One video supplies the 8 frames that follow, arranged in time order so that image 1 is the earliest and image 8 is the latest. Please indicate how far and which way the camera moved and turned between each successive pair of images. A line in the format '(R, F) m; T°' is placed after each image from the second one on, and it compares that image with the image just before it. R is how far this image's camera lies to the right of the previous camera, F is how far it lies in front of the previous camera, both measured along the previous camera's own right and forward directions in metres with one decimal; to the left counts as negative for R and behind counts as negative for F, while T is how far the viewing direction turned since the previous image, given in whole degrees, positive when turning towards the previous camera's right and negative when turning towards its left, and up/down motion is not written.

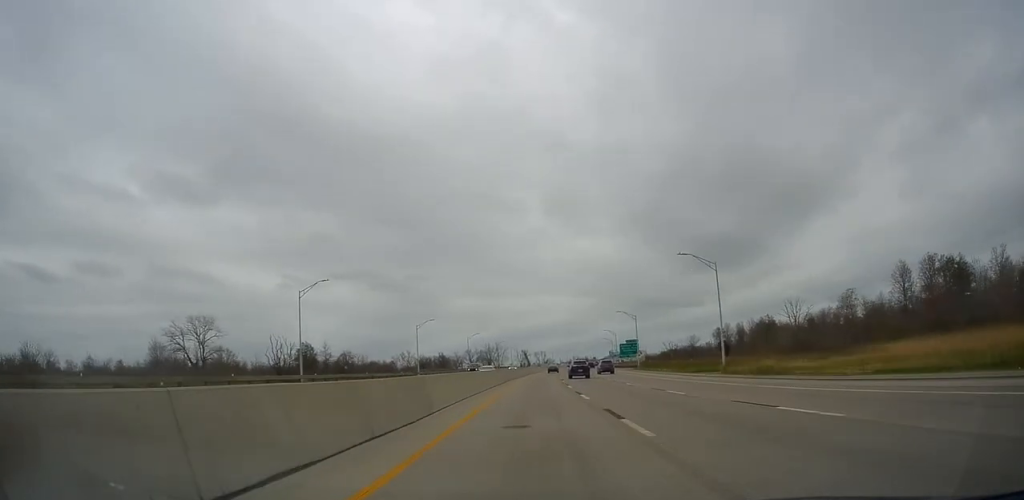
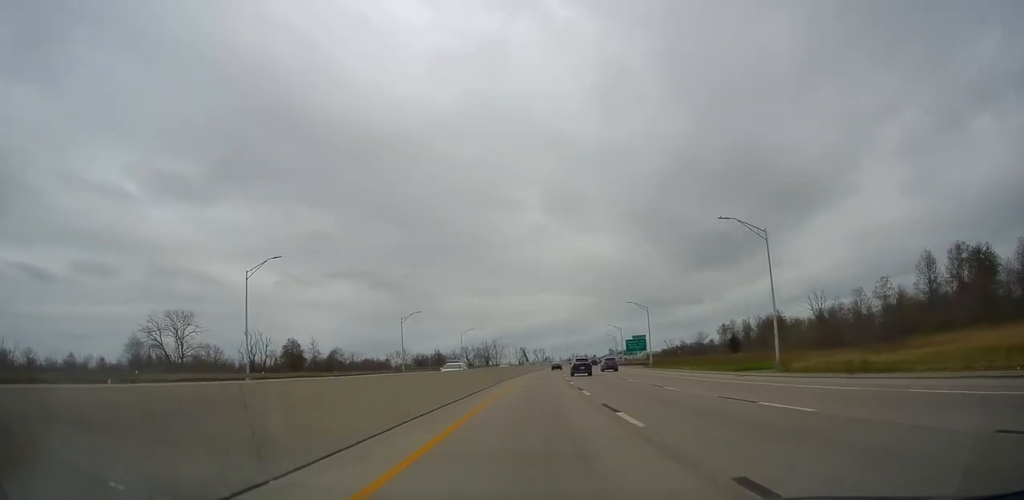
(0.0, +10.7) m; 0°
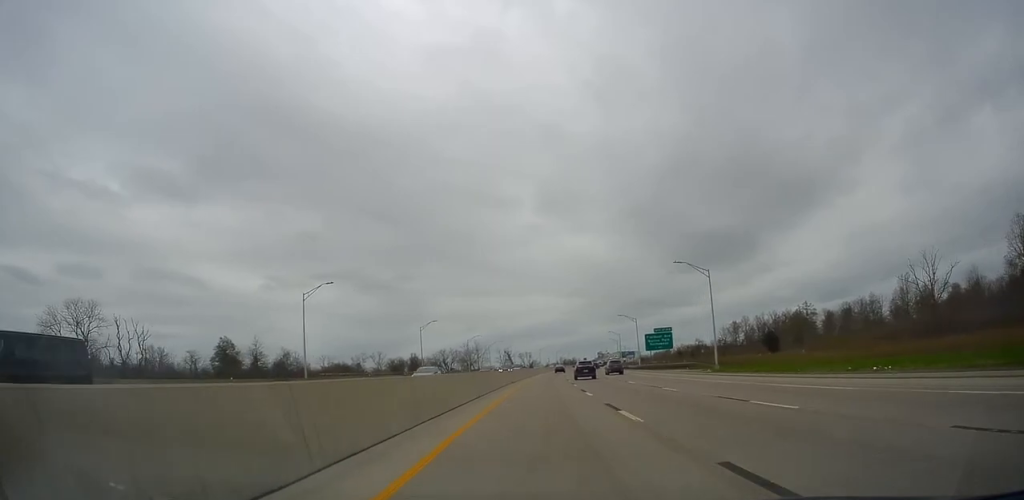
(+0.2, +34.8) m; +1°
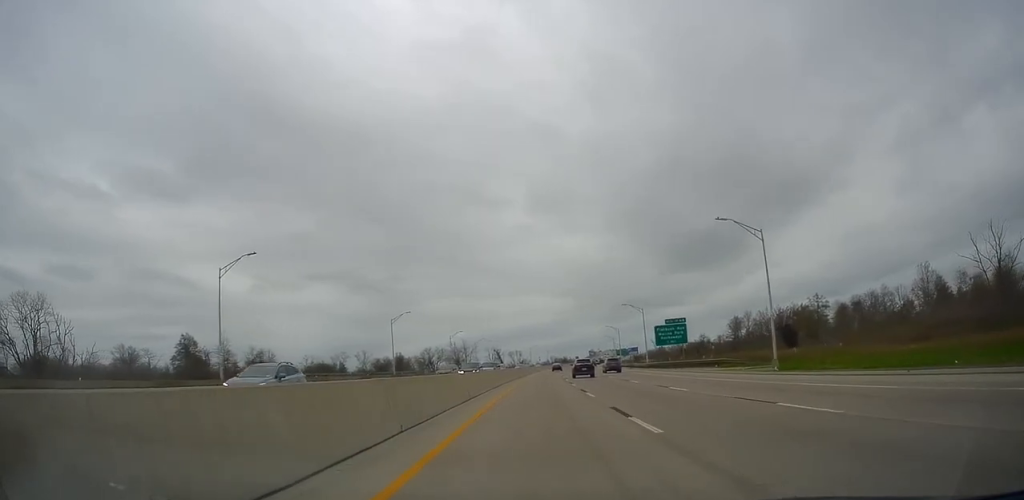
(+0.2, +14.3) m; 0°
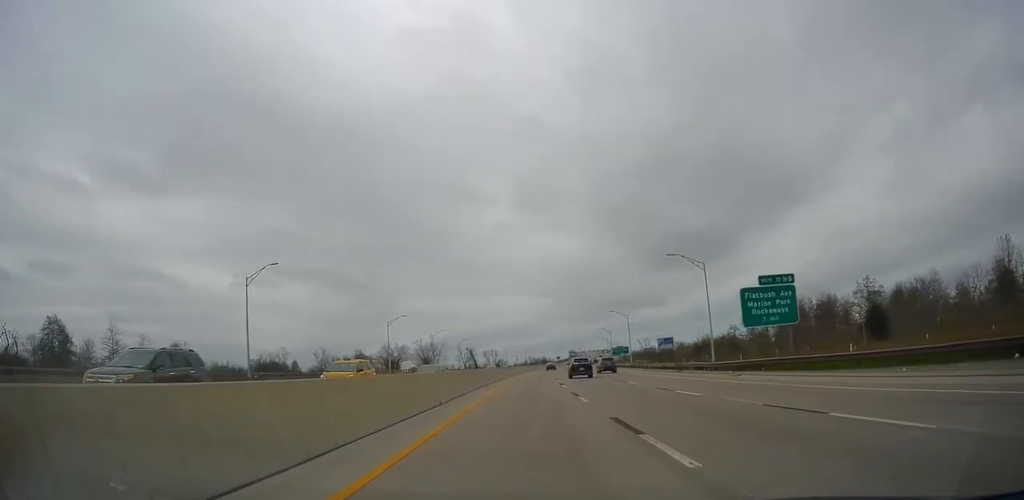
(+0.1, +40.0) m; +1°
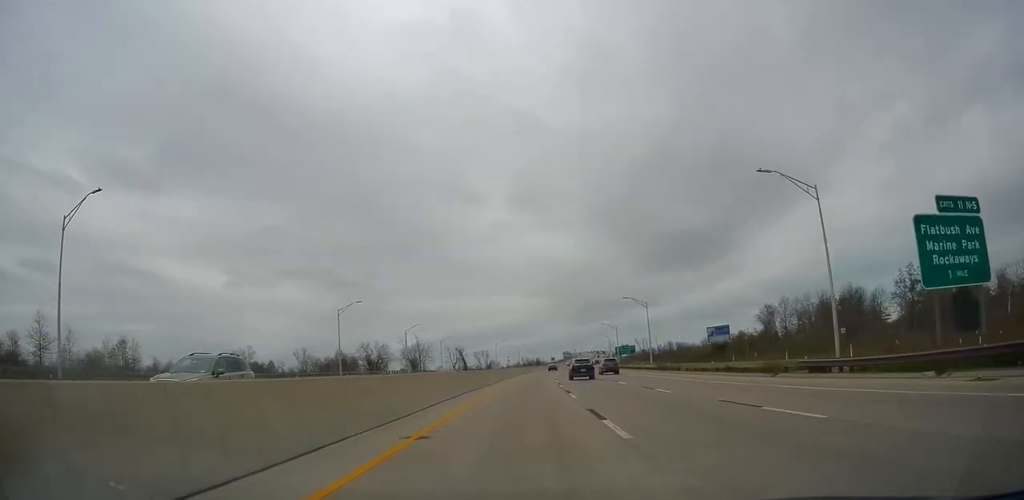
(0.0, +21.3) m; +1°
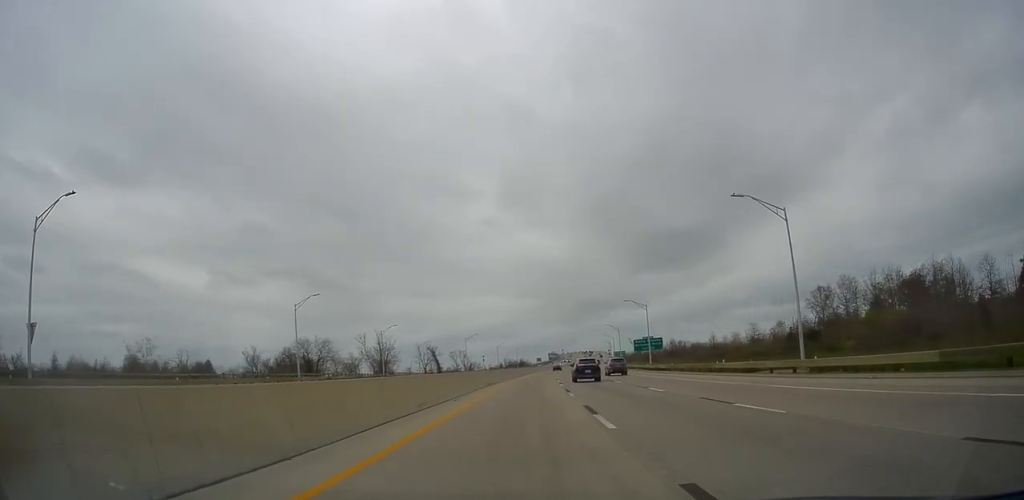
(+1.3, +47.0) m; +3°
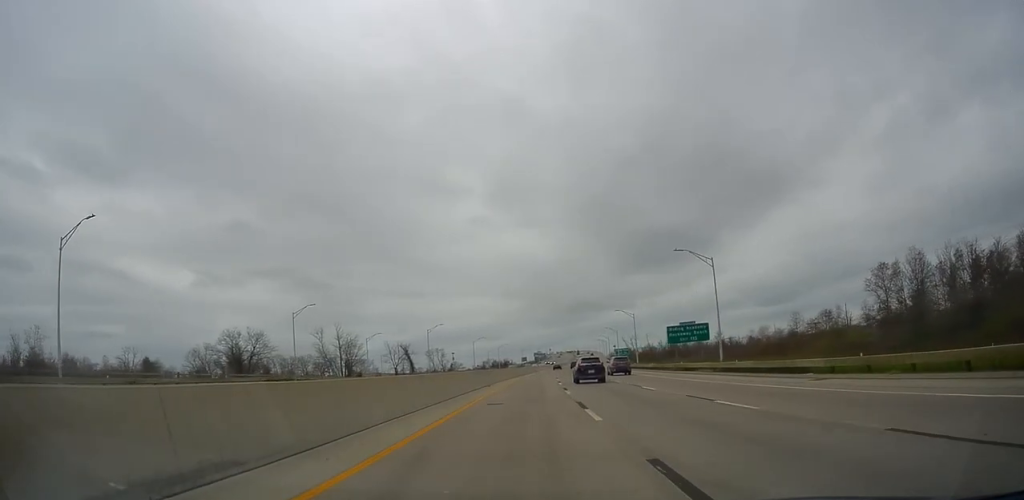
(+0.5, +34.9) m; +1°
